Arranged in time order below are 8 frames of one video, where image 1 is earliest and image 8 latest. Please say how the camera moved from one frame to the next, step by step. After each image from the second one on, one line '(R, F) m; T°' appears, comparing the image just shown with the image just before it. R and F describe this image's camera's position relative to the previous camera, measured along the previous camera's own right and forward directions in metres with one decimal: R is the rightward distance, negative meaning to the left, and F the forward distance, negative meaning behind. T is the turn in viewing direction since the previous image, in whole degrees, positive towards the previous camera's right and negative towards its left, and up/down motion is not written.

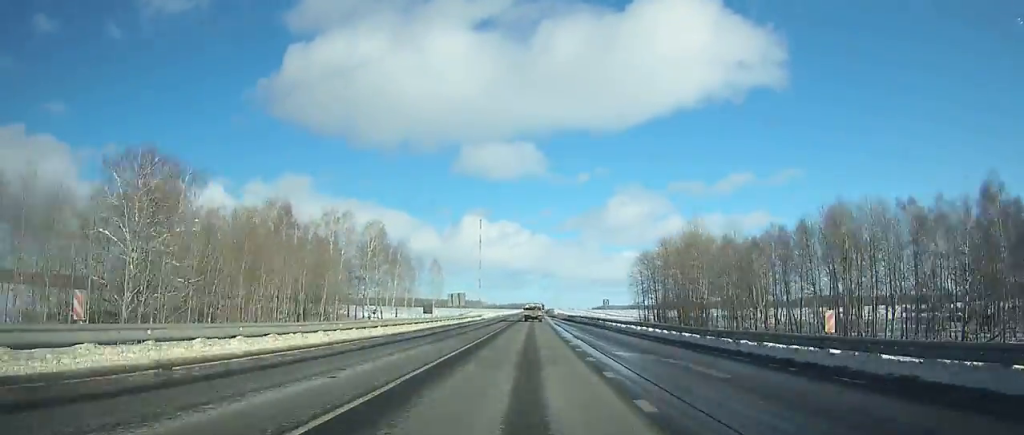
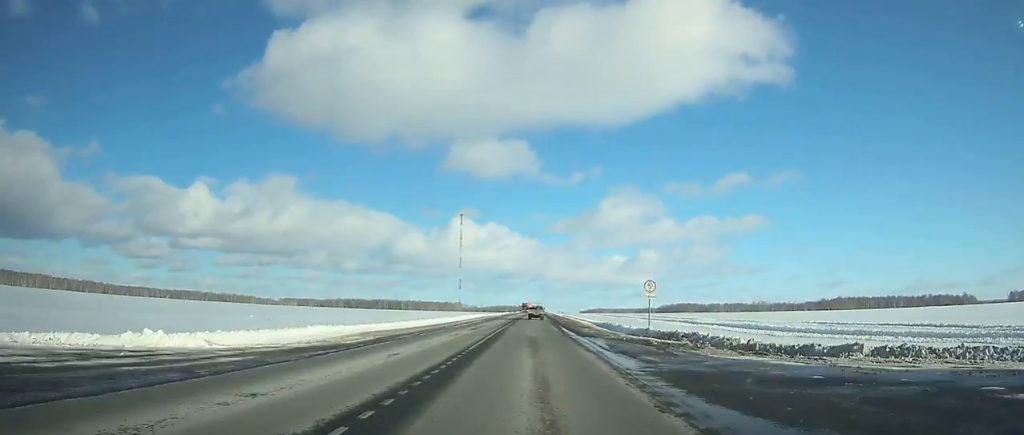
(+1.3, +145.9) m; +1°
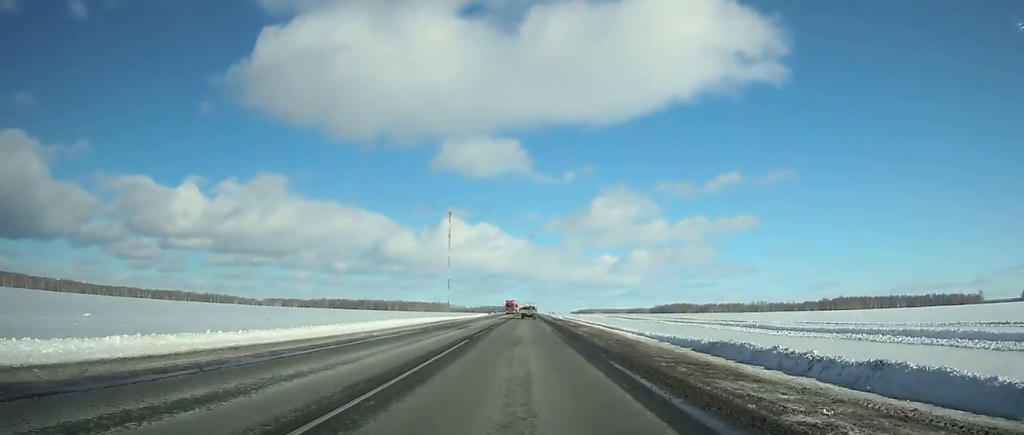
(+0.1, +37.4) m; 0°
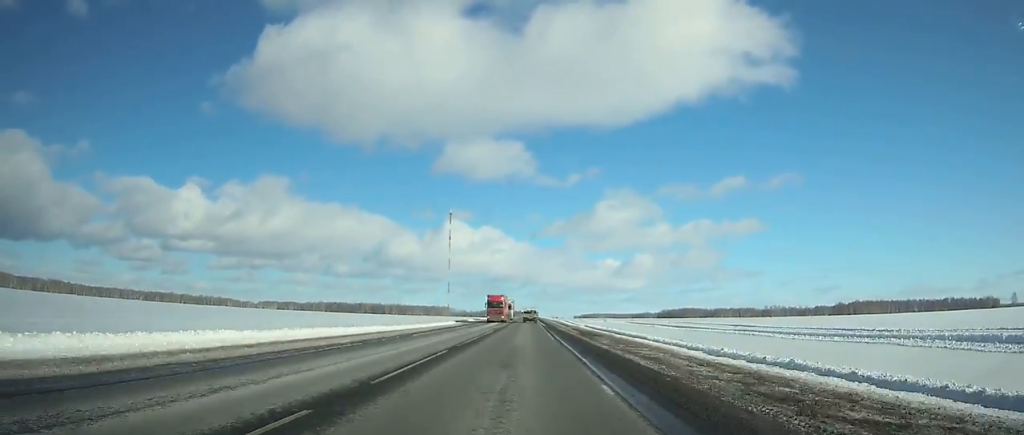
(+0.3, +42.3) m; 0°
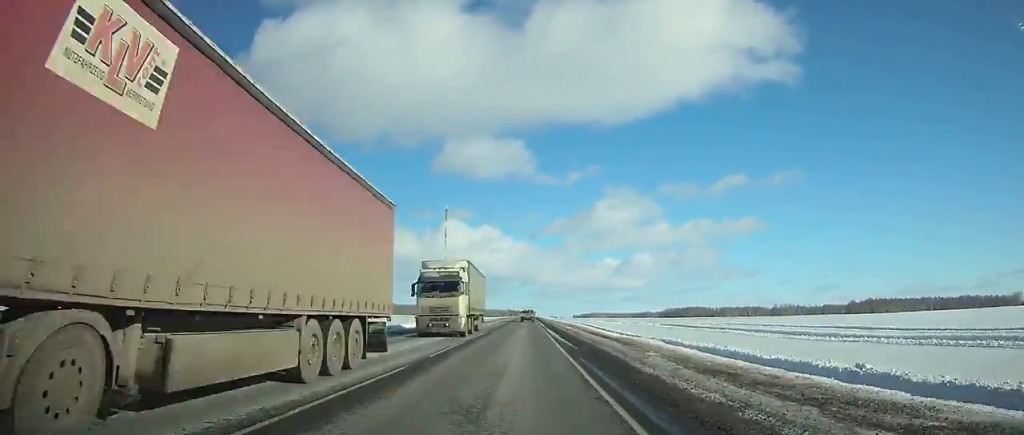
(+0.1, +42.5) m; 0°
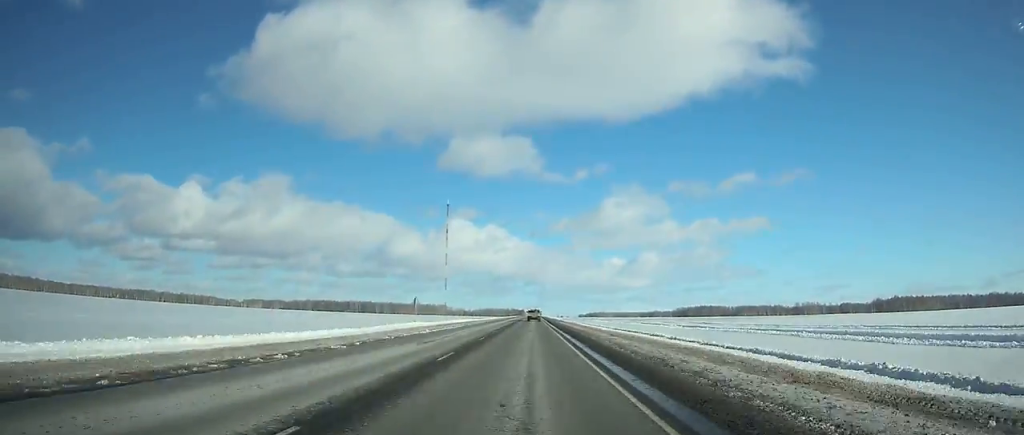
(0.0, +55.1) m; 0°
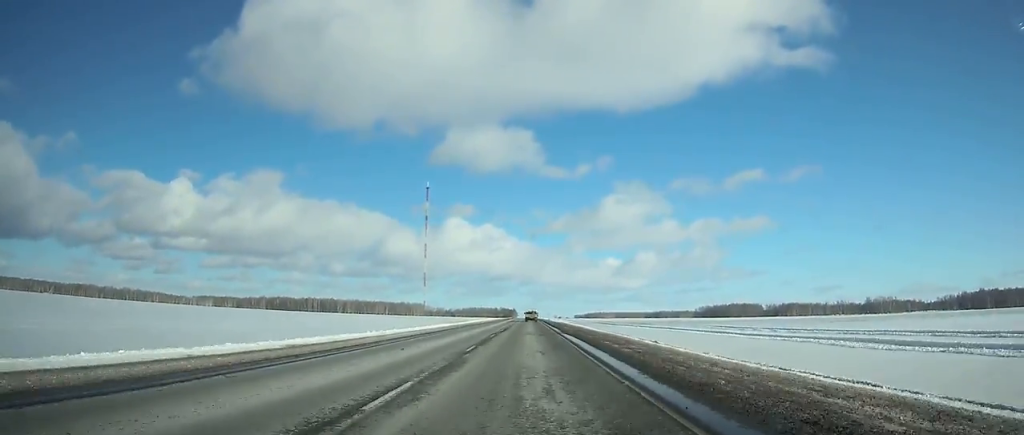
(+0.5, +188.7) m; 0°
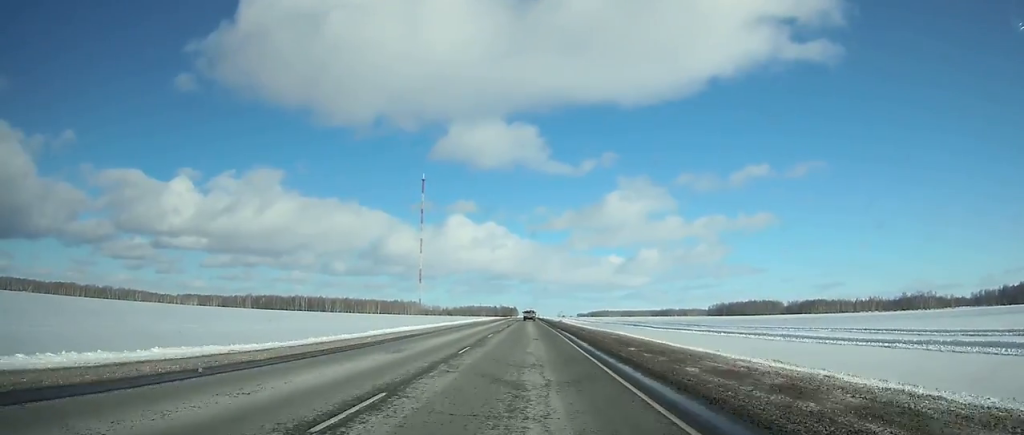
(0.0, +62.5) m; 0°
